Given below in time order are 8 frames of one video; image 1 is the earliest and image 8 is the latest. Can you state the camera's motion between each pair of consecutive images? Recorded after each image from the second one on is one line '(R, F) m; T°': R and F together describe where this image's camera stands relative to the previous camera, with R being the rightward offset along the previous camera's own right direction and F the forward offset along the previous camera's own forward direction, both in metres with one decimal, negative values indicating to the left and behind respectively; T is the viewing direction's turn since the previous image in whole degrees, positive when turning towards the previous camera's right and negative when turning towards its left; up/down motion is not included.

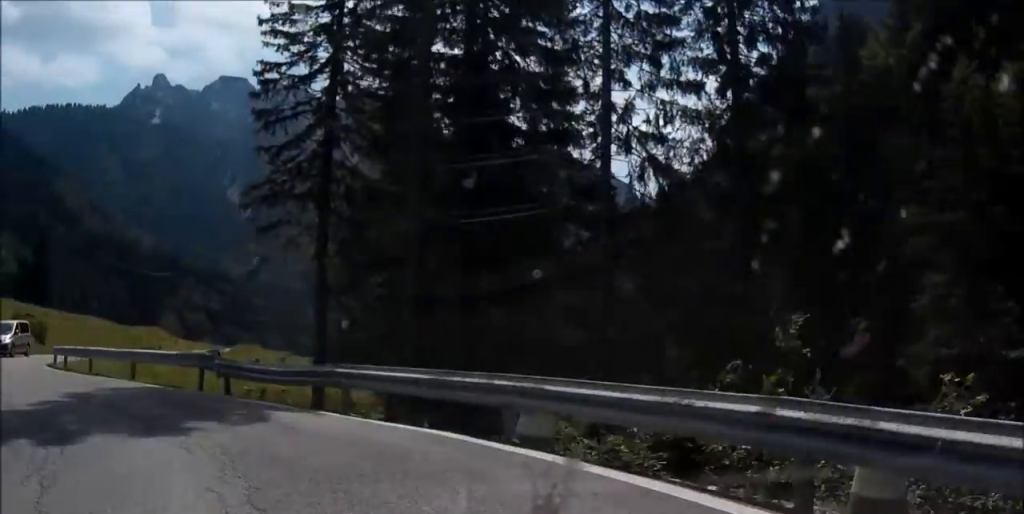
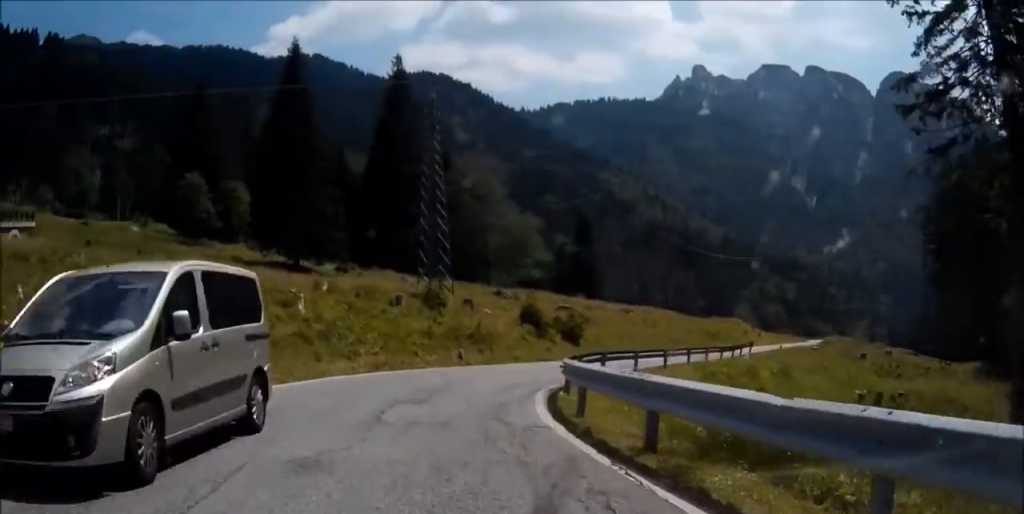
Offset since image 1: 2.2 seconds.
(-4.6, +15.3) m; -15°
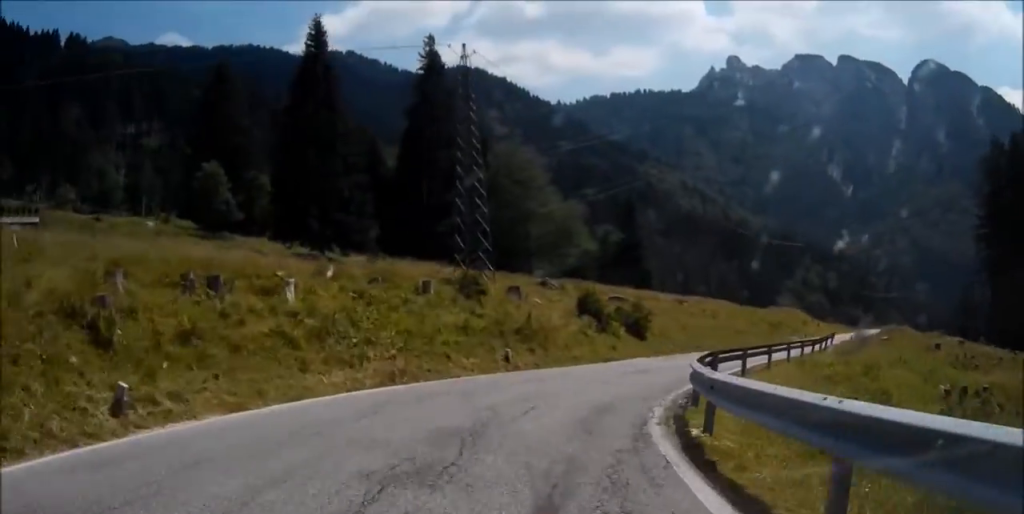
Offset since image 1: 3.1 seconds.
(-0.5, +7.0) m; +5°
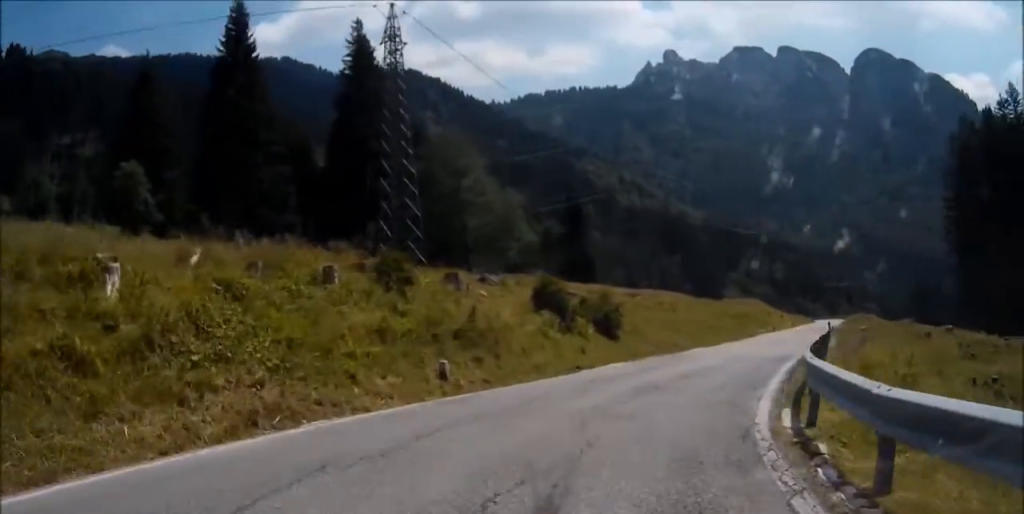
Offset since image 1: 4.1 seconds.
(+0.1, +7.0) m; +6°
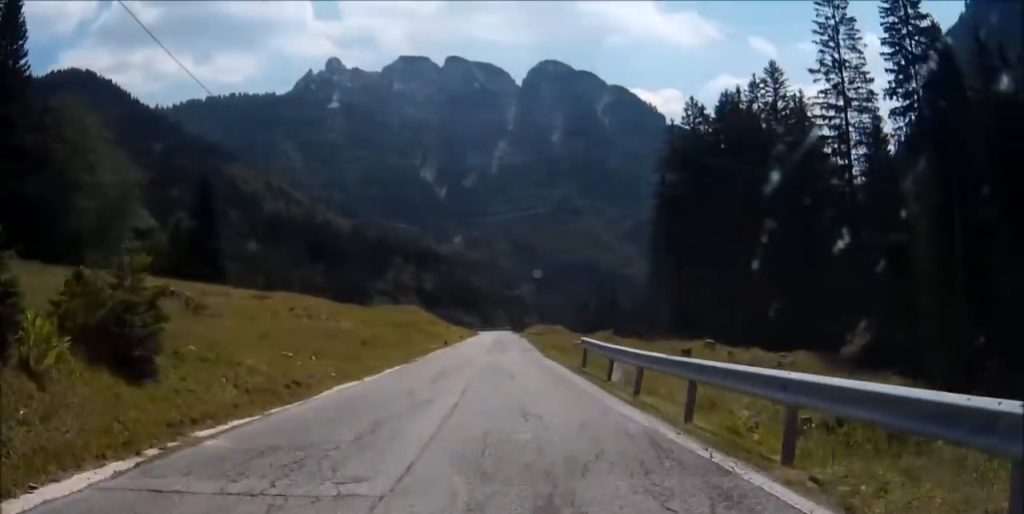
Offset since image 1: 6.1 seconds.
(+2.9, +16.0) m; +13°
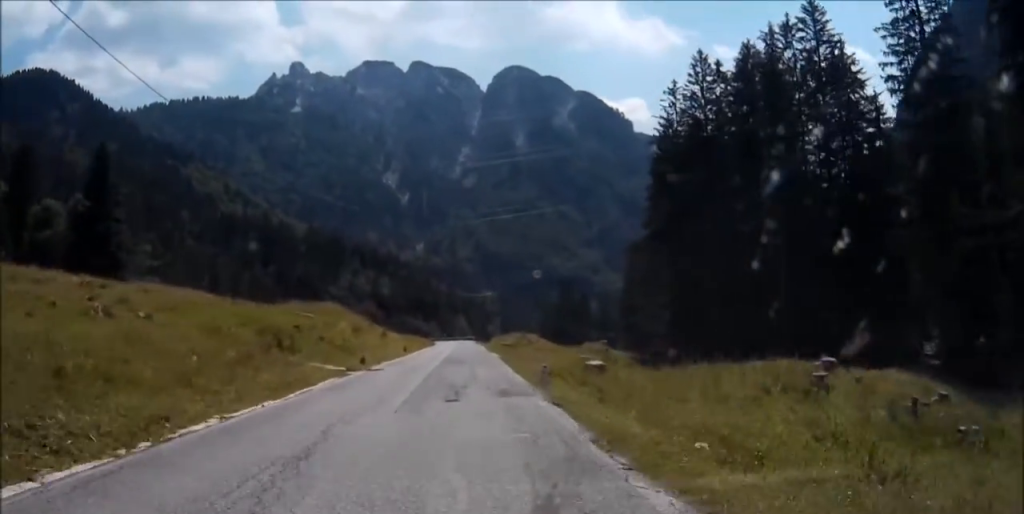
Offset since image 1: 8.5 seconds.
(+0.9, +17.8) m; +3°
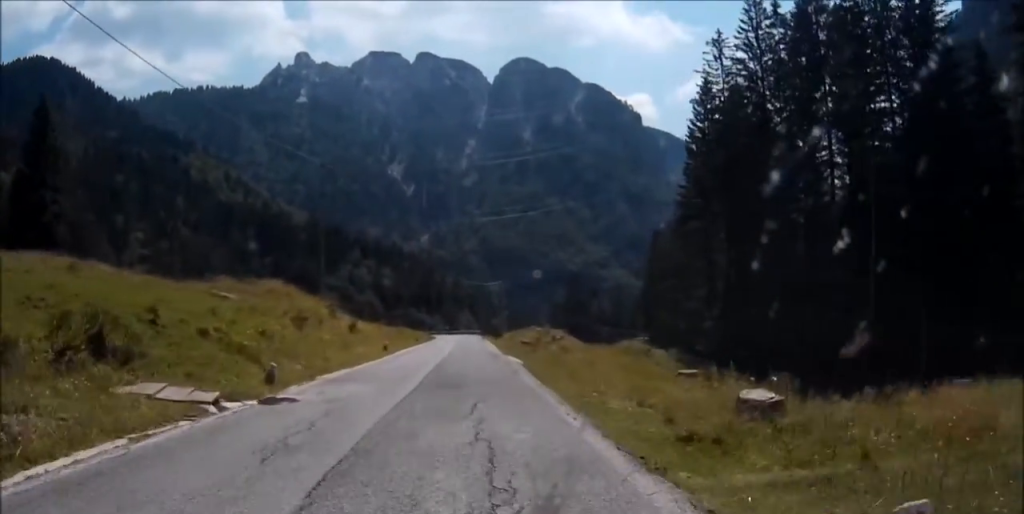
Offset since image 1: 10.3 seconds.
(-0.1, +11.1) m; 0°
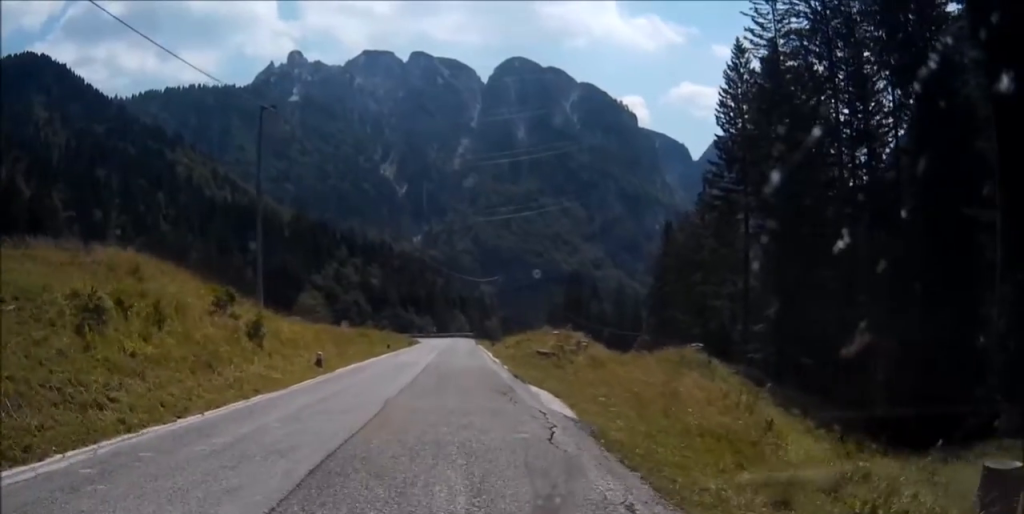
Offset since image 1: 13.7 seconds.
(0.0, +13.1) m; -1°
